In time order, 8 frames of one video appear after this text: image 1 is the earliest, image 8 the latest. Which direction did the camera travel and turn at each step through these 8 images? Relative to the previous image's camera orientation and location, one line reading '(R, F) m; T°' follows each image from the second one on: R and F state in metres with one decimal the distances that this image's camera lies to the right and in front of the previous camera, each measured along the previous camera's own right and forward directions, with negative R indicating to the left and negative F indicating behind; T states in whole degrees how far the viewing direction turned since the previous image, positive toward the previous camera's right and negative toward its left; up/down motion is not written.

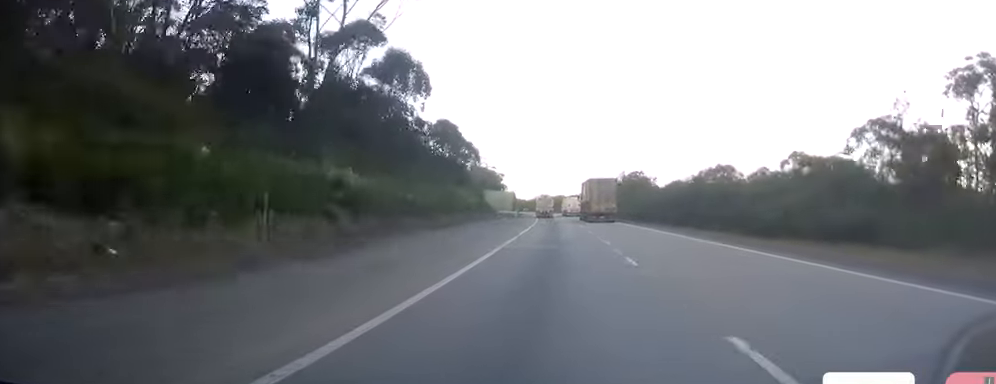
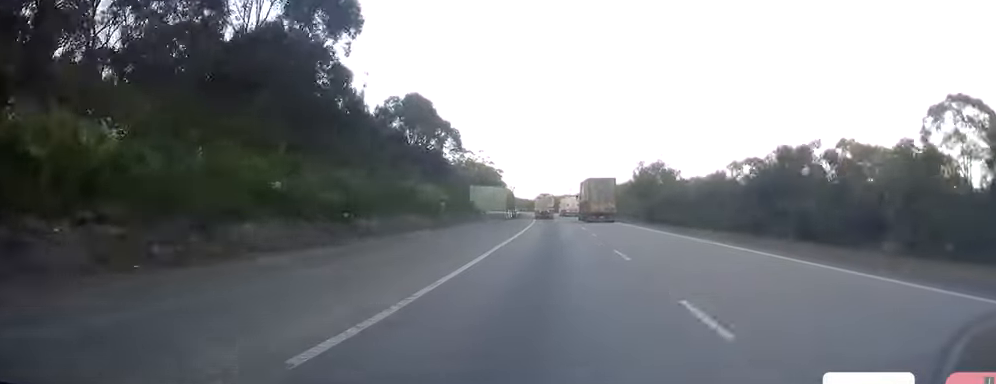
(-0.2, +22.2) m; -1°
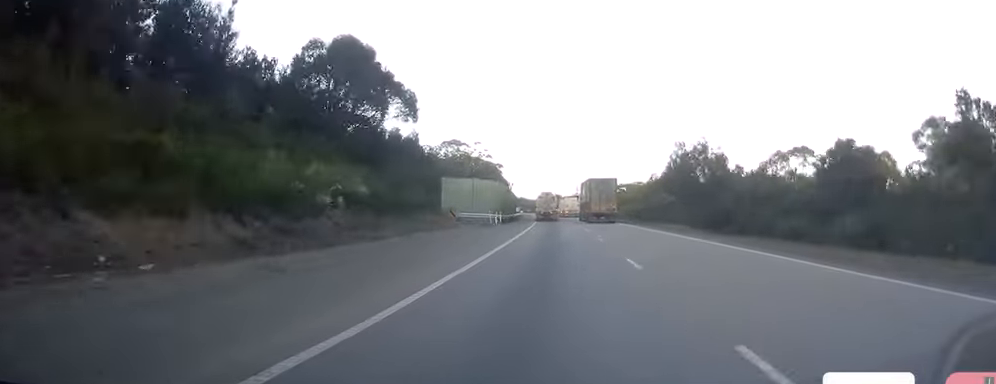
(-0.4, +26.9) m; -1°
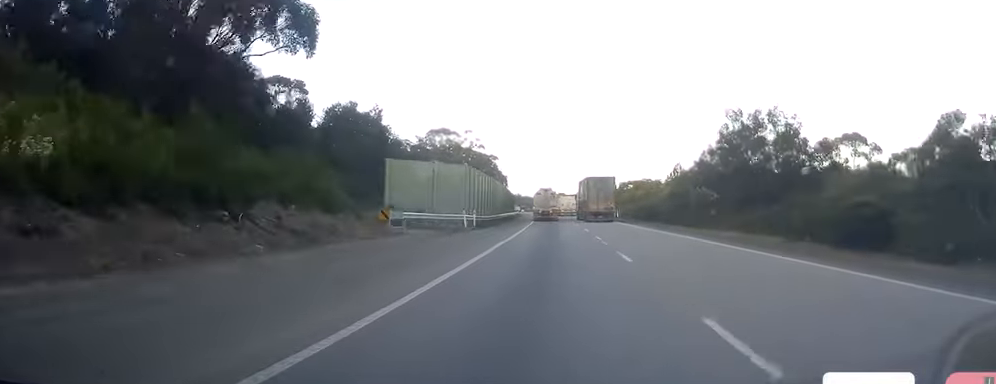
(0.0, +22.3) m; 0°
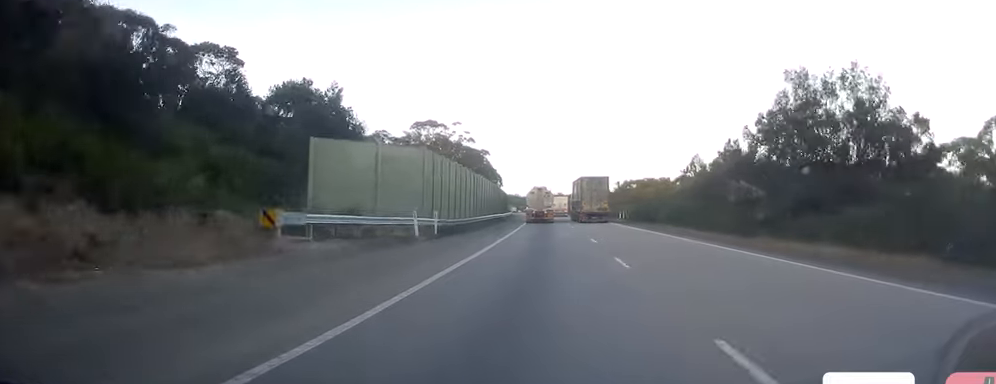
(-0.1, +13.5) m; 0°
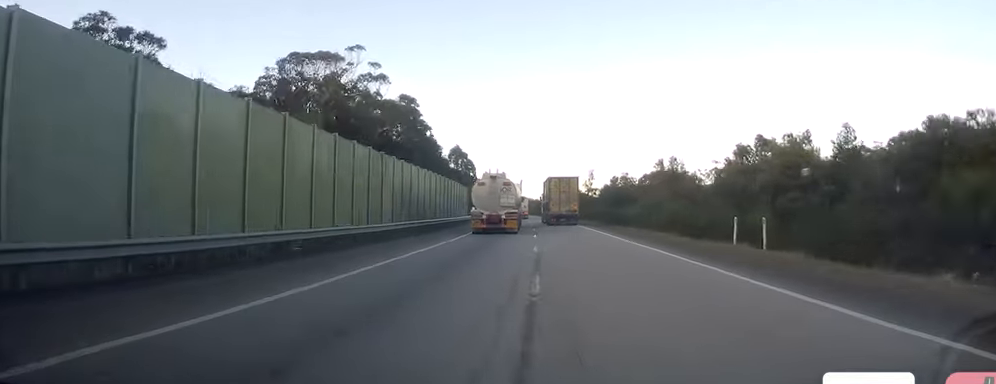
(+0.1, +64.4) m; 0°
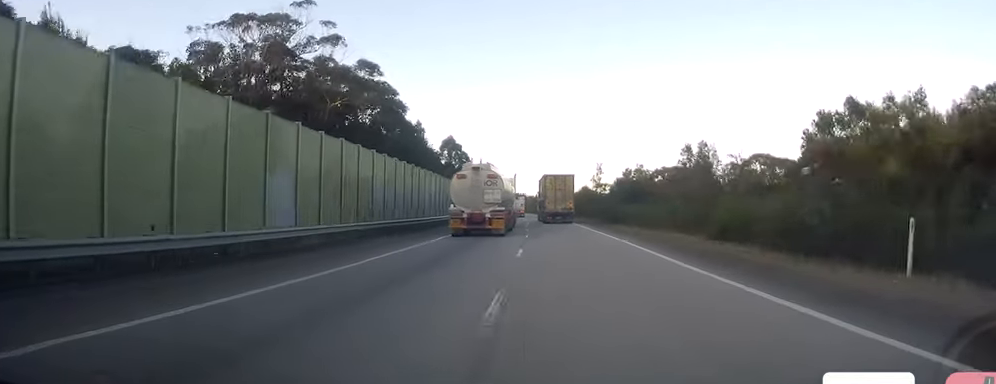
(0.0, +15.5) m; 0°
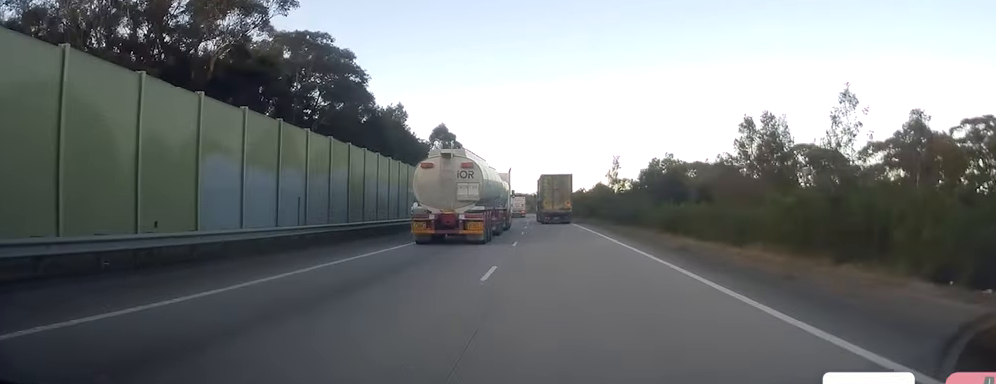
(-0.4, +19.3) m; 0°
